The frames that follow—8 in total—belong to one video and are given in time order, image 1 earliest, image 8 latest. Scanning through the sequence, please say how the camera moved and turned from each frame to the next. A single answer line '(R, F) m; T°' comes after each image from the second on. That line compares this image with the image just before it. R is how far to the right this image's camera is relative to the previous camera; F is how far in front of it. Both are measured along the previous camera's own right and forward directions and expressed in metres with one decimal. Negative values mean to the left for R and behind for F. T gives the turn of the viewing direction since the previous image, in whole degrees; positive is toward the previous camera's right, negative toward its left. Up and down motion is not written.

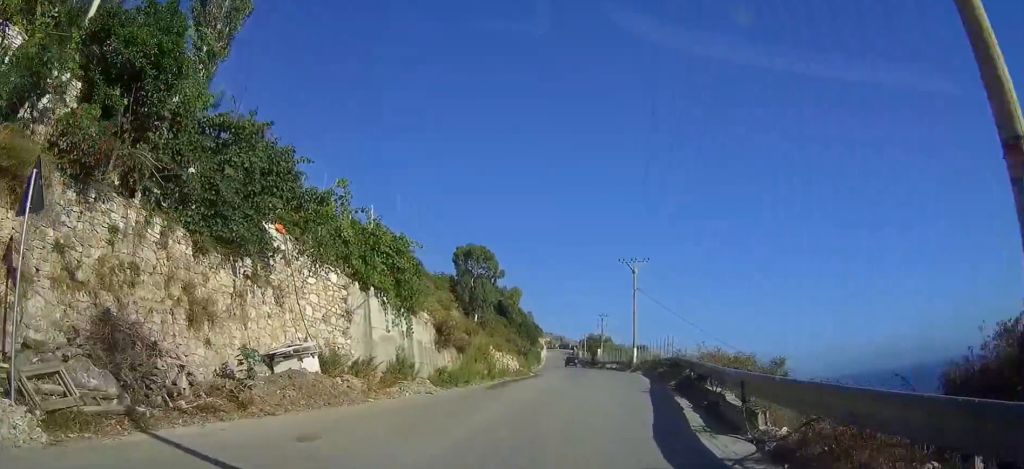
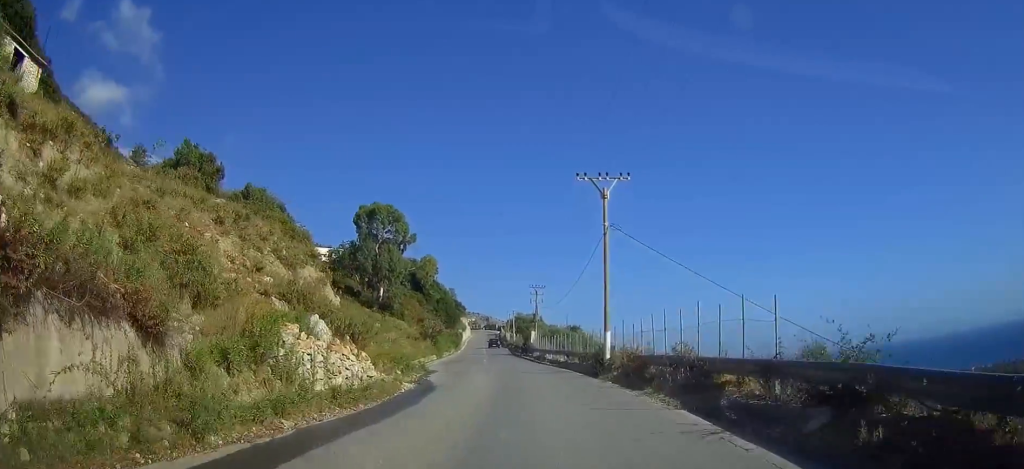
(+1.3, +20.1) m; +5°
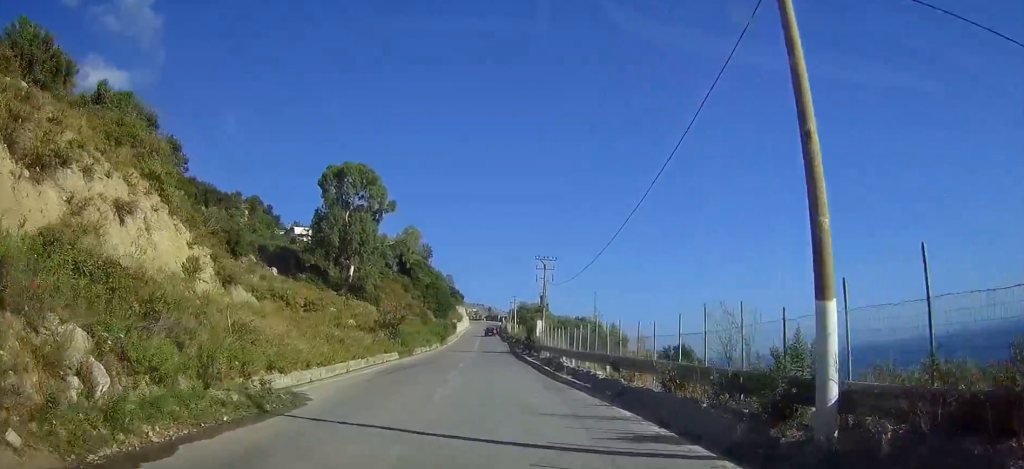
(0.0, +18.6) m; 0°
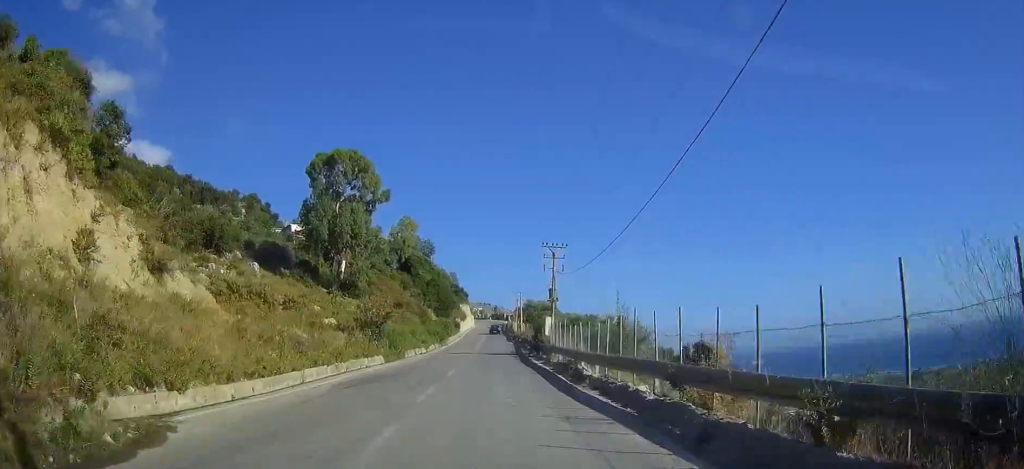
(0.0, +6.2) m; 0°
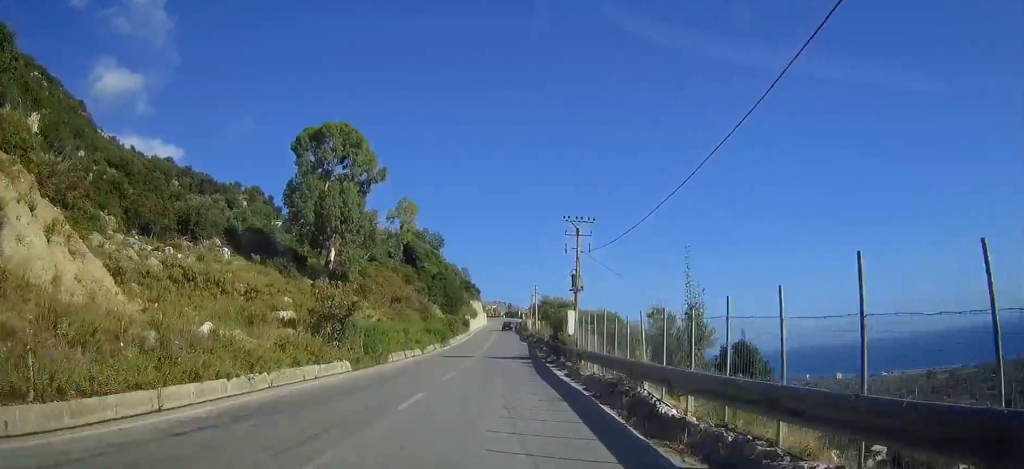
(0.0, +9.4) m; 0°
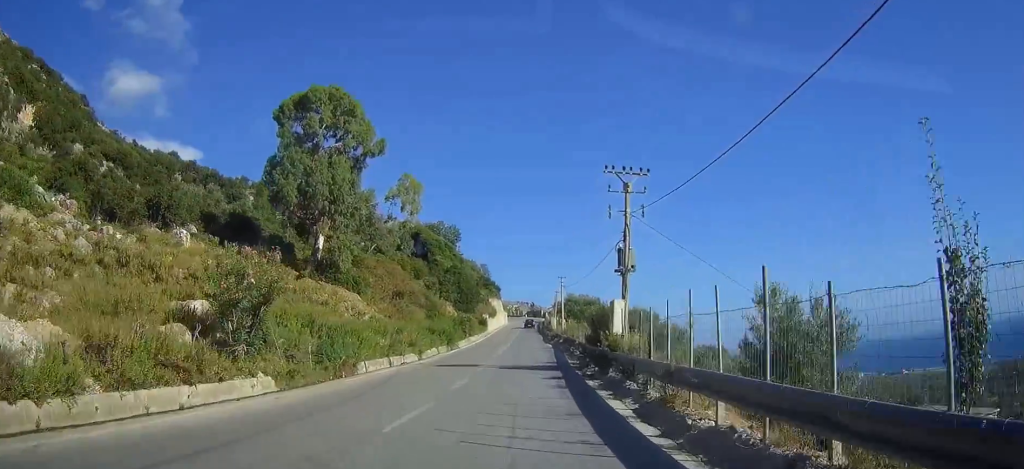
(+0.1, +10.1) m; -1°
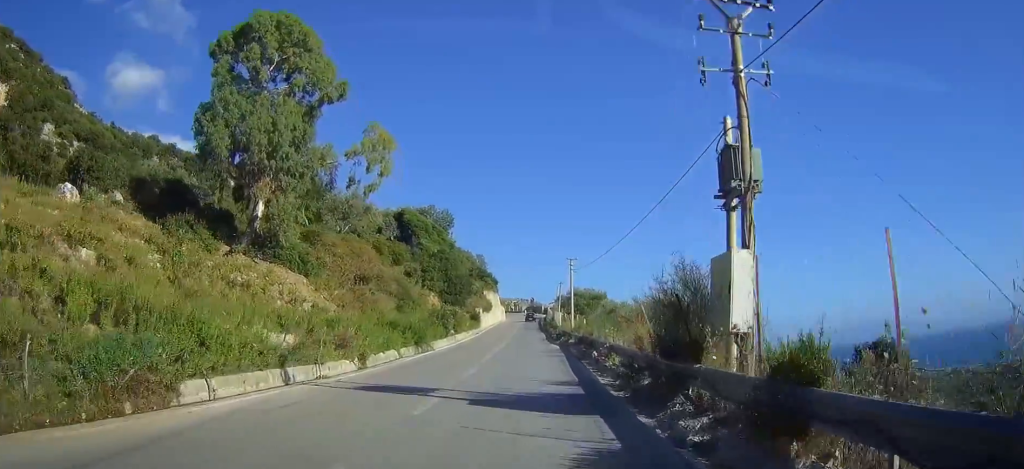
(-0.2, +12.9) m; -1°
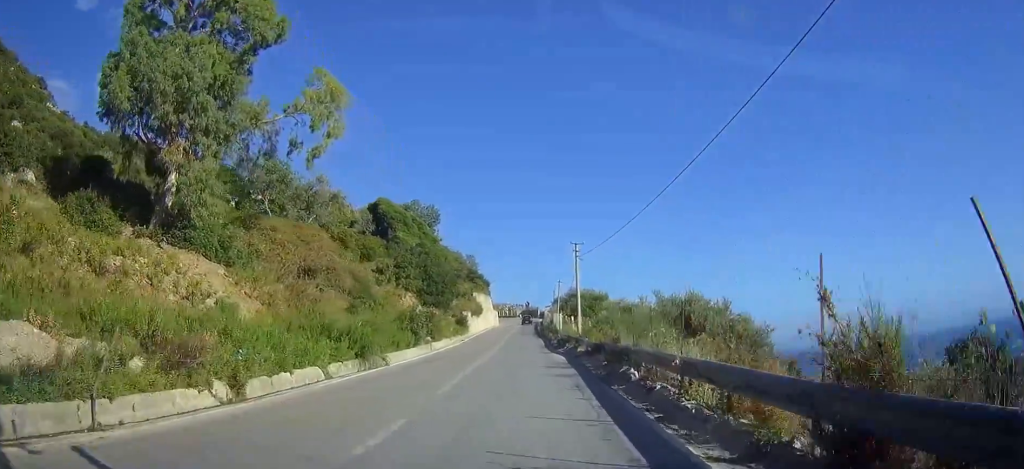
(0.0, +10.5) m; 0°
